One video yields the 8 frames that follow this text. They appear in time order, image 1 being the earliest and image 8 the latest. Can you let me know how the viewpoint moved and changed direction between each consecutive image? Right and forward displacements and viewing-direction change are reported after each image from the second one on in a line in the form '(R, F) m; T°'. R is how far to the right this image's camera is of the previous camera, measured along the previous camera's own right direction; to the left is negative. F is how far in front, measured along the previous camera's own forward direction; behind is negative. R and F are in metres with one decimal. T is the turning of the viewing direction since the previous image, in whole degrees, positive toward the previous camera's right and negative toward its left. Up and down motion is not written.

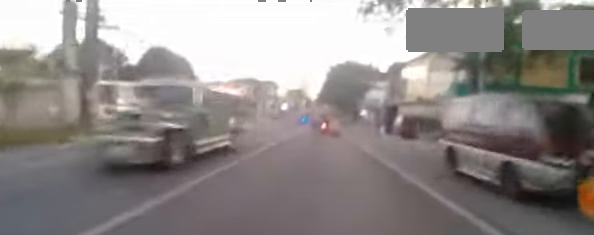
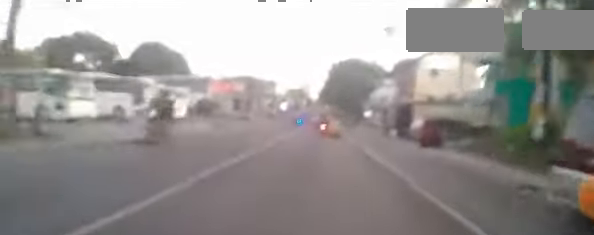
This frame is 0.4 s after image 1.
(+0.1, +5.1) m; 0°
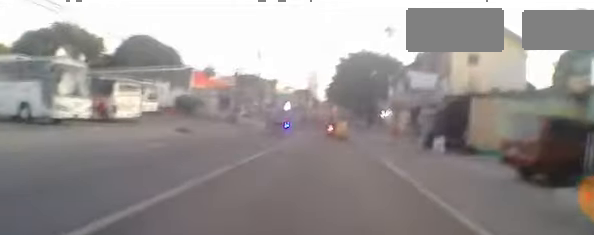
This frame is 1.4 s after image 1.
(-0.2, +10.7) m; 0°
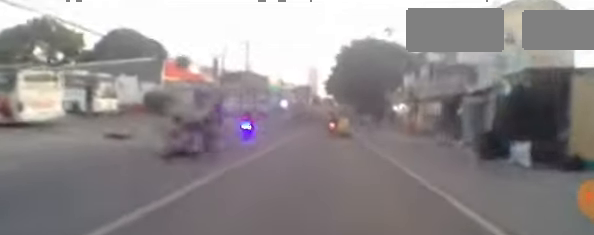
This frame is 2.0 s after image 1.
(+0.1, +6.9) m; 0°
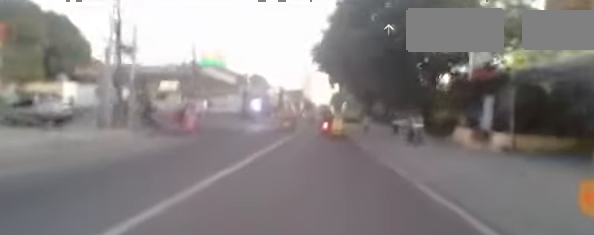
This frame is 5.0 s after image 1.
(0.0, +30.8) m; -1°
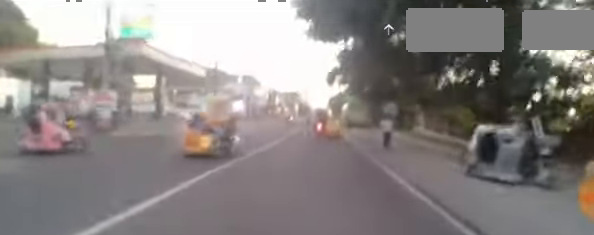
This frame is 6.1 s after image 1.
(-0.1, +11.5) m; 0°
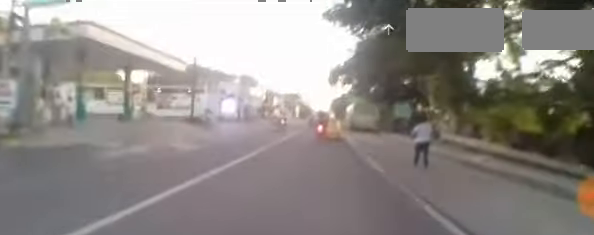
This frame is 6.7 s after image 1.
(0.0, +6.1) m; 0°
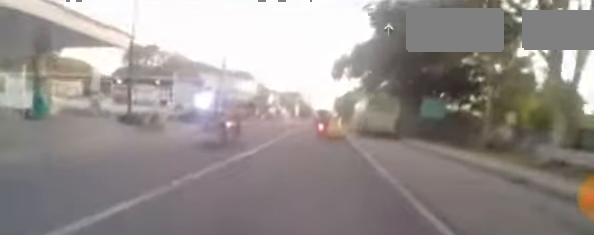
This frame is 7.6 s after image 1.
(+0.1, +9.8) m; -2°
